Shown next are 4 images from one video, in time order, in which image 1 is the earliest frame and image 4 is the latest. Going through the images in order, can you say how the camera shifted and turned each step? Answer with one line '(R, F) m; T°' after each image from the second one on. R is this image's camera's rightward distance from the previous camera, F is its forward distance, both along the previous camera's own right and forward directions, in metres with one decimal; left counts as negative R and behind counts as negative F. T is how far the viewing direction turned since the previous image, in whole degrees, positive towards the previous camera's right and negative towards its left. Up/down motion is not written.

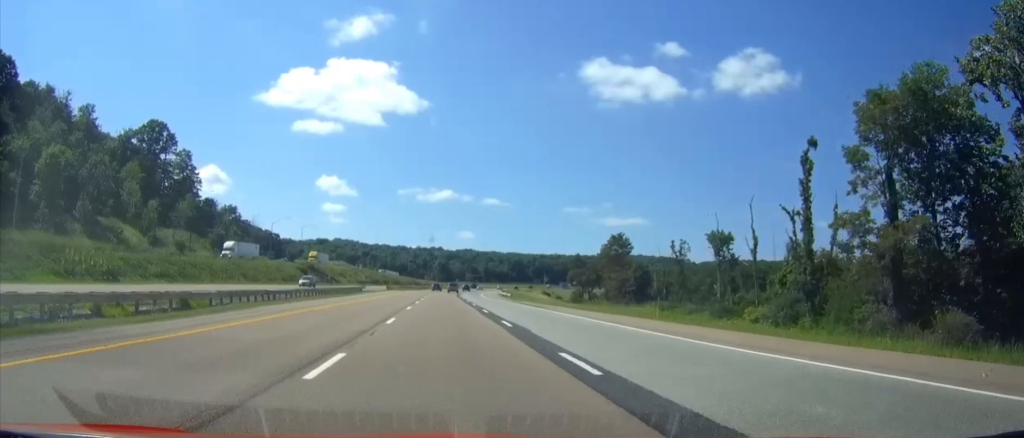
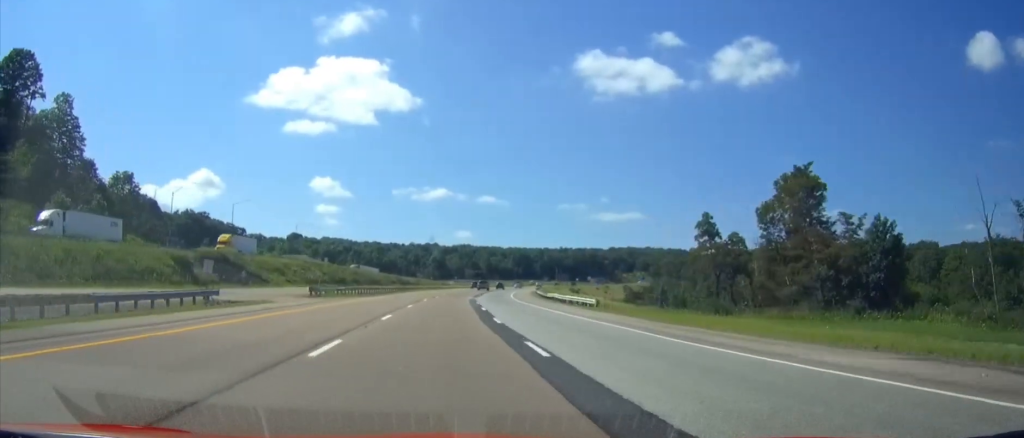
(+0.7, +70.8) m; +1°
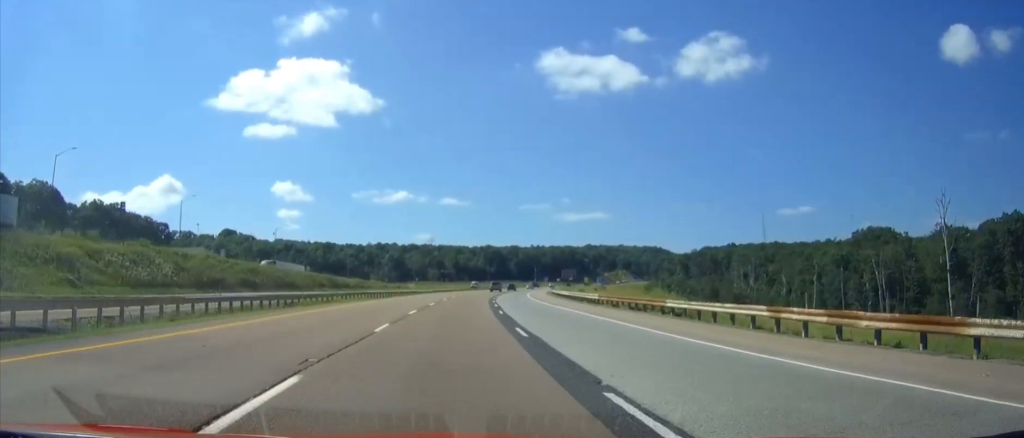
(+1.6, +66.6) m; +3°
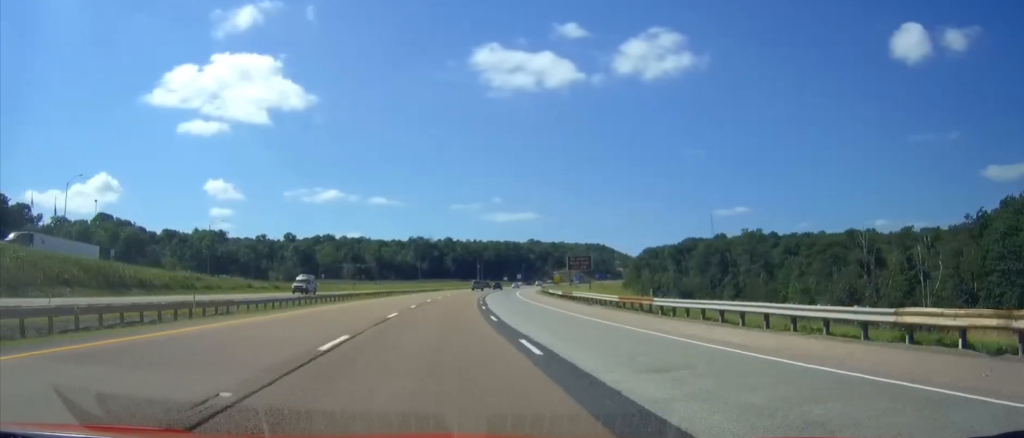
(+3.9, +75.8) m; +6°
